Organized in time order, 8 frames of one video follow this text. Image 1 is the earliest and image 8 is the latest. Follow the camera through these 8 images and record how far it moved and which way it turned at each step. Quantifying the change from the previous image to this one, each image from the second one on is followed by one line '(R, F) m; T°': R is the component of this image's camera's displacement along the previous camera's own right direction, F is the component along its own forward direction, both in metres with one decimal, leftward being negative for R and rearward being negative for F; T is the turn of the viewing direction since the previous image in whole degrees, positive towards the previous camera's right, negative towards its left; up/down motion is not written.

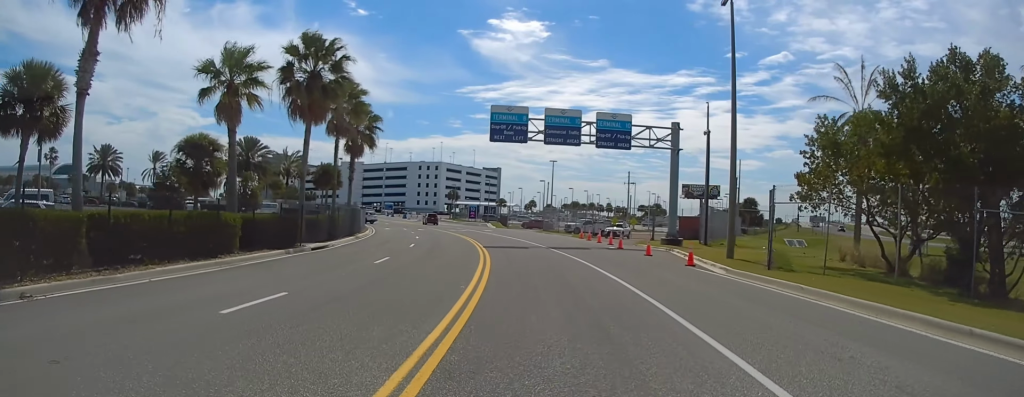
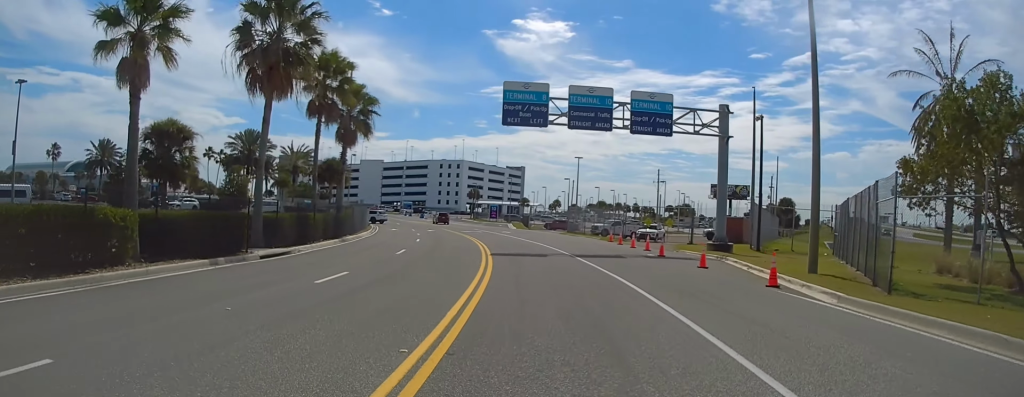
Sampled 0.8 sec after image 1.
(-0.3, +7.4) m; -2°
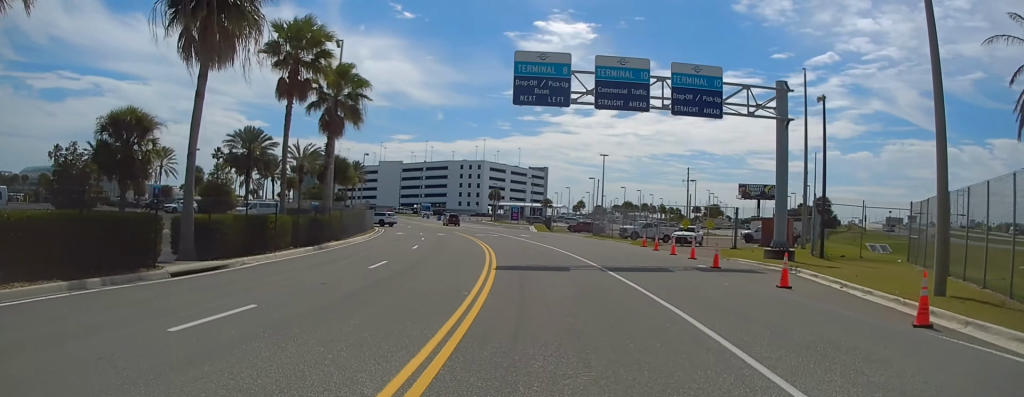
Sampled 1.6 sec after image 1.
(0.0, +6.8) m; -1°
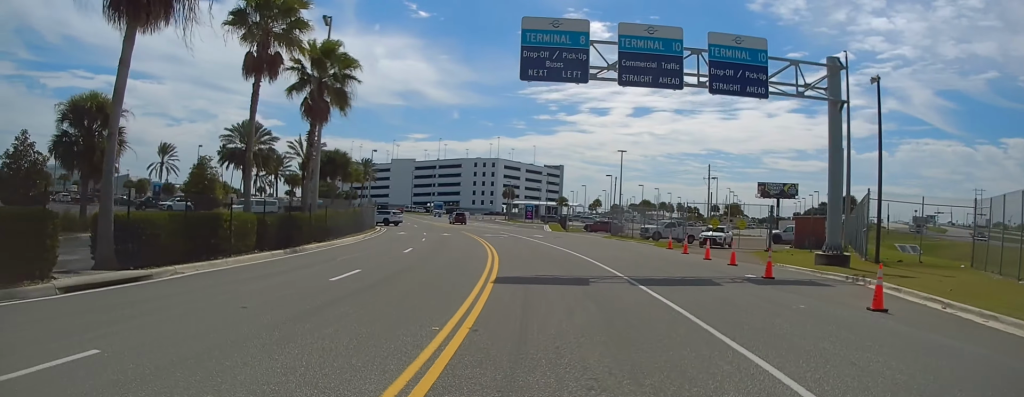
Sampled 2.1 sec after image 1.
(0.0, +4.6) m; -1°
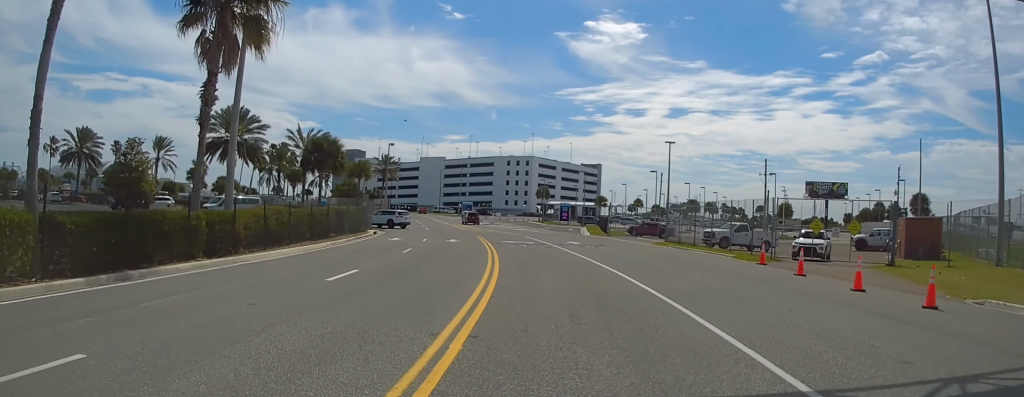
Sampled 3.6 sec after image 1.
(-0.3, +11.8) m; -3°
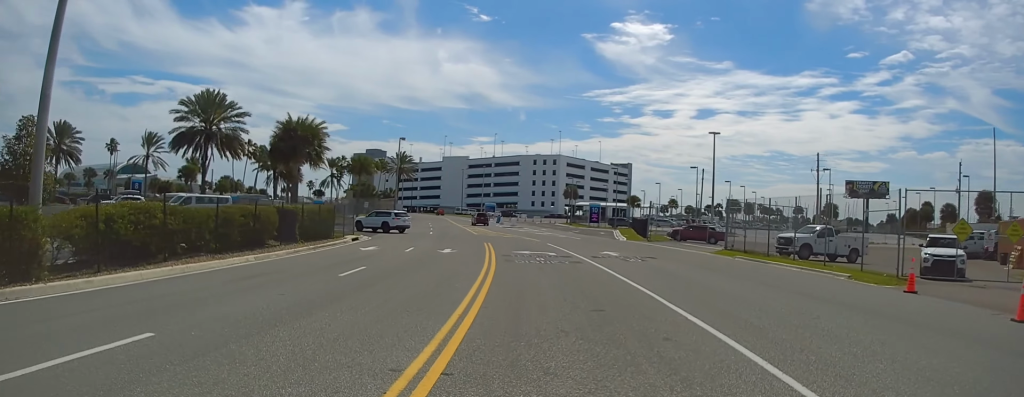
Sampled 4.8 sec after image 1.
(-0.2, +9.4) m; -1°
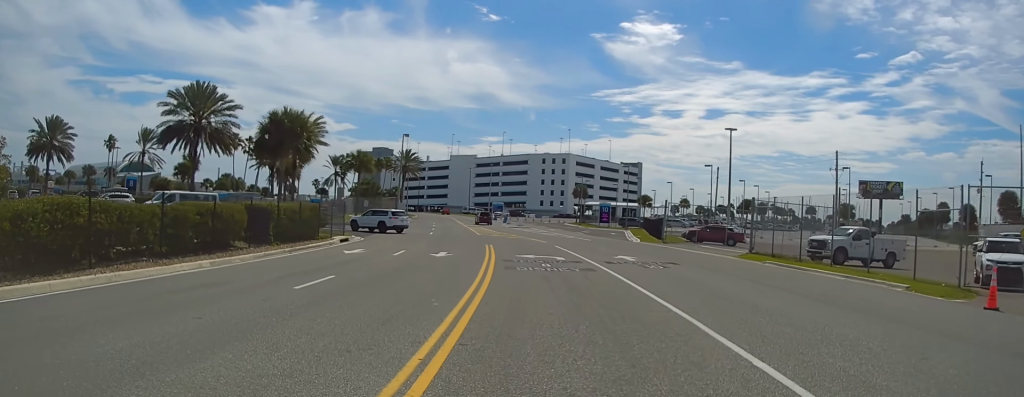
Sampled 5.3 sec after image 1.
(0.0, +2.8) m; -1°
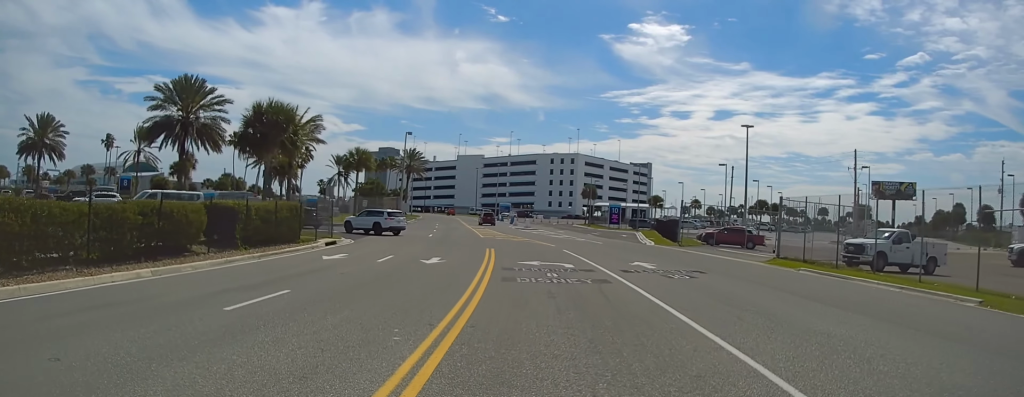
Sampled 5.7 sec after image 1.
(+0.1, +2.8) m; -1°
